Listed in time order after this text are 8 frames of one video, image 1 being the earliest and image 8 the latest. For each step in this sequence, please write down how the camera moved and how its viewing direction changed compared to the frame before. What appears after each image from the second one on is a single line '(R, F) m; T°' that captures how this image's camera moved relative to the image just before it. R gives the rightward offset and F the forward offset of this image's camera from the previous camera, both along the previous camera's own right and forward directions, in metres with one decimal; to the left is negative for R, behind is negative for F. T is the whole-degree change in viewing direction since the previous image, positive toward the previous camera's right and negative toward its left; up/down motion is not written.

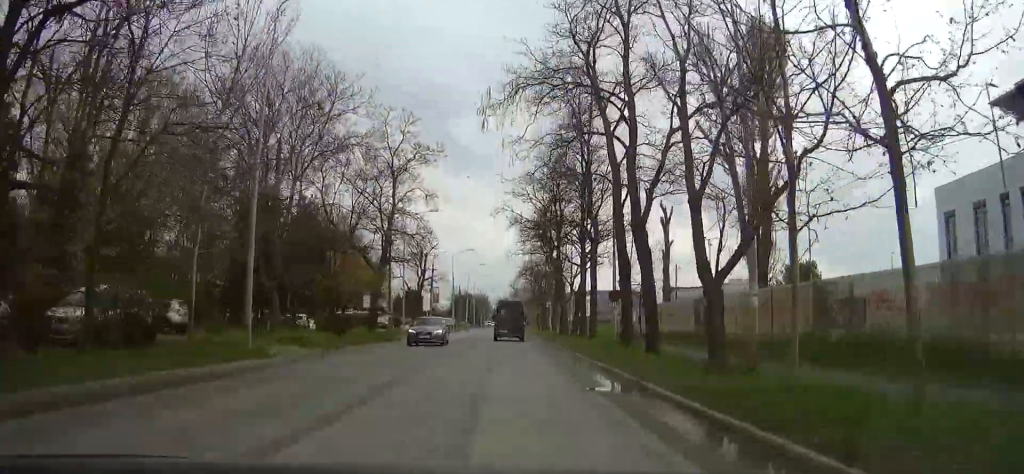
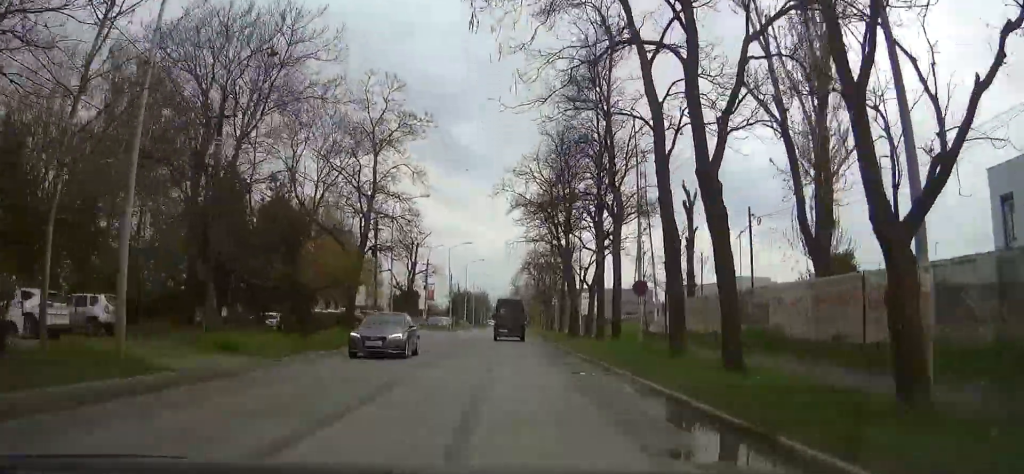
(0.0, +6.9) m; 0°
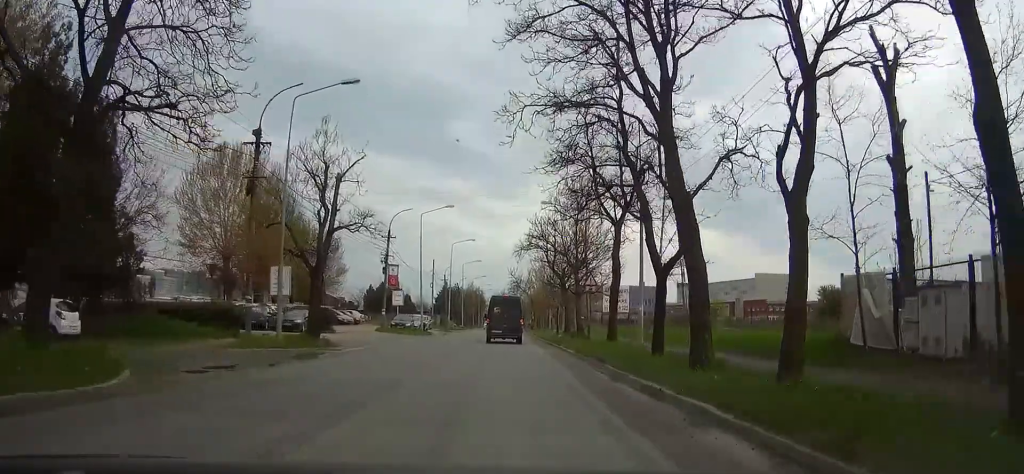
(+0.1, +26.0) m; +1°
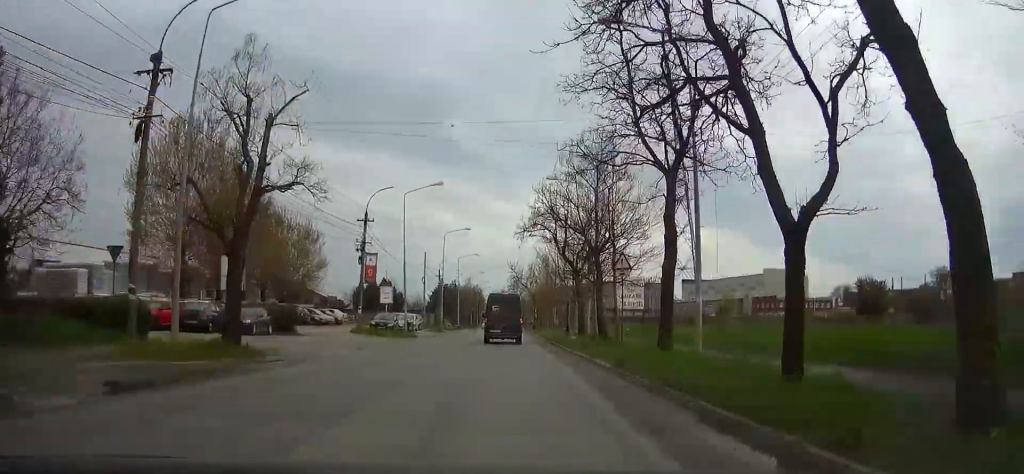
(0.0, +8.9) m; 0°
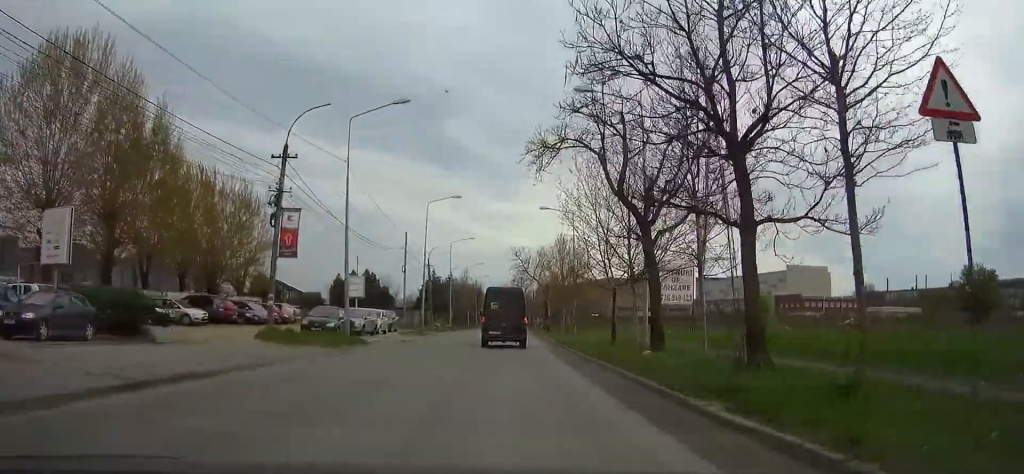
(0.0, +17.9) m; 0°
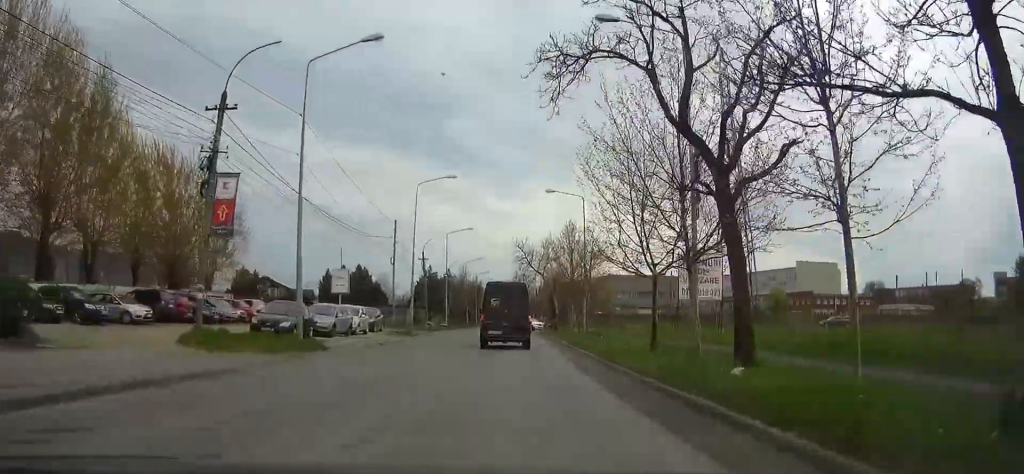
(0.0, +7.1) m; 0°
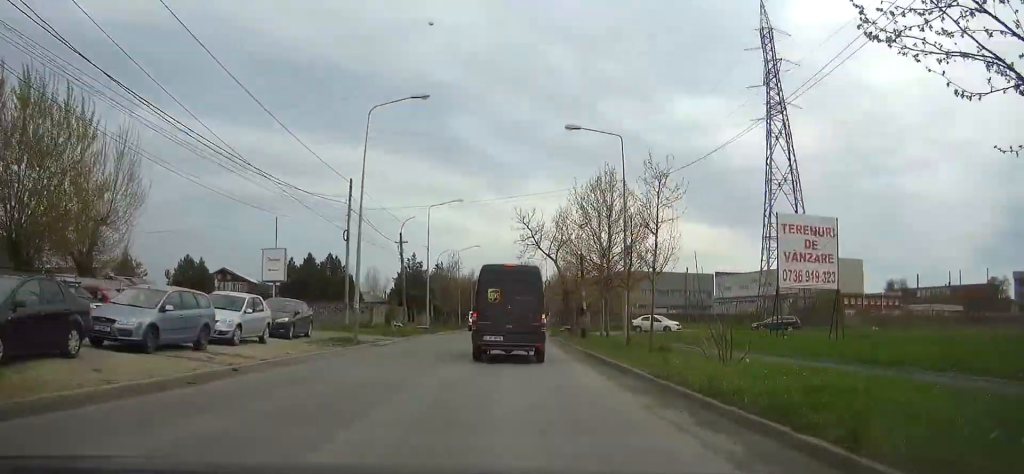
(-0.1, +17.8) m; -1°
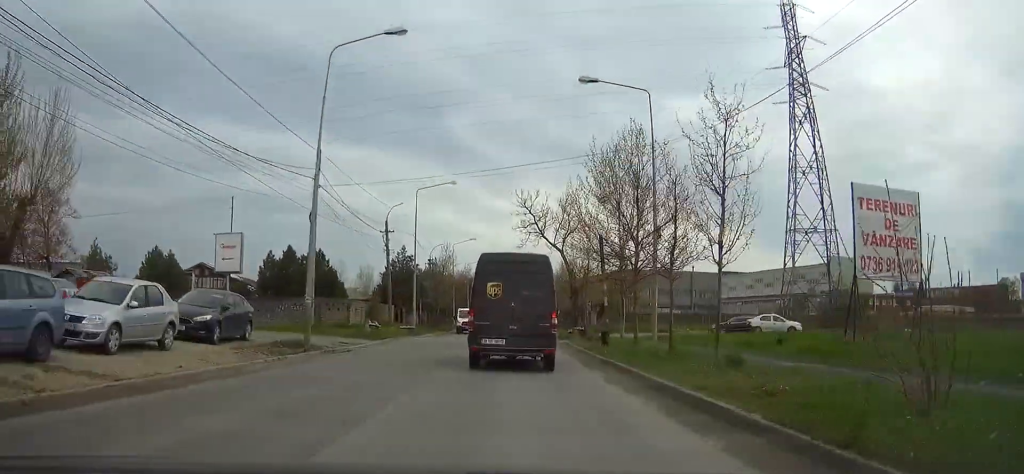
(0.0, +7.8) m; 0°
